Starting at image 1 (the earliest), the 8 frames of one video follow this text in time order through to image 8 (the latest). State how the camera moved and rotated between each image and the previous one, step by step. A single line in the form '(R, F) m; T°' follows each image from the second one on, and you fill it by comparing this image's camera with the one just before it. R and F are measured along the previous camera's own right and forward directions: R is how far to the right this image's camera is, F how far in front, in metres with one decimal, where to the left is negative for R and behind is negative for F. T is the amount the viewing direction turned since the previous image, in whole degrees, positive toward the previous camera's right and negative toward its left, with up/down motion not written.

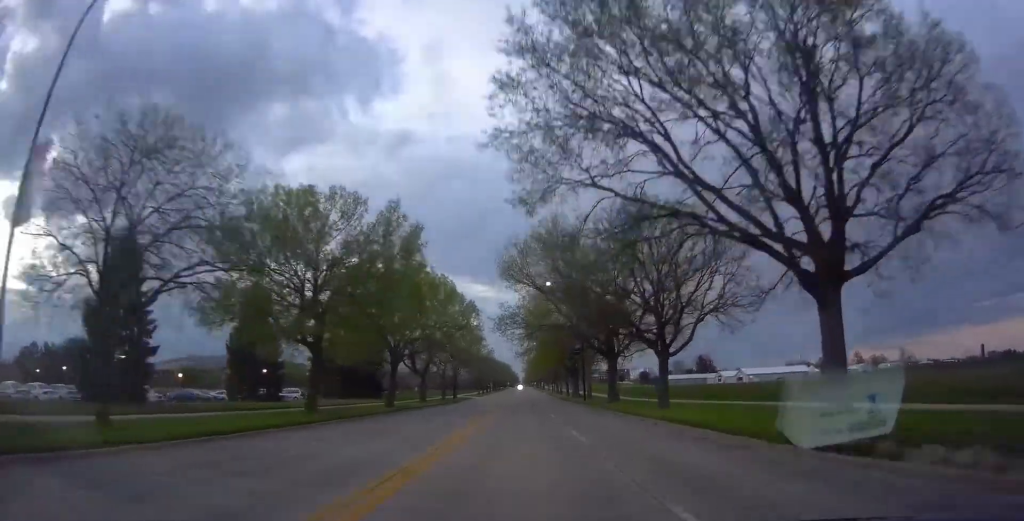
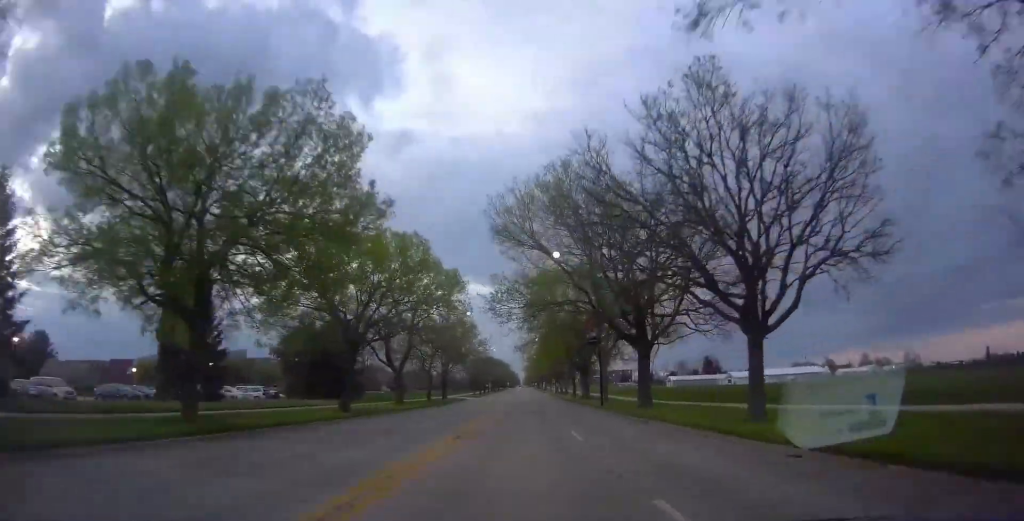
(+0.1, +12.3) m; -1°
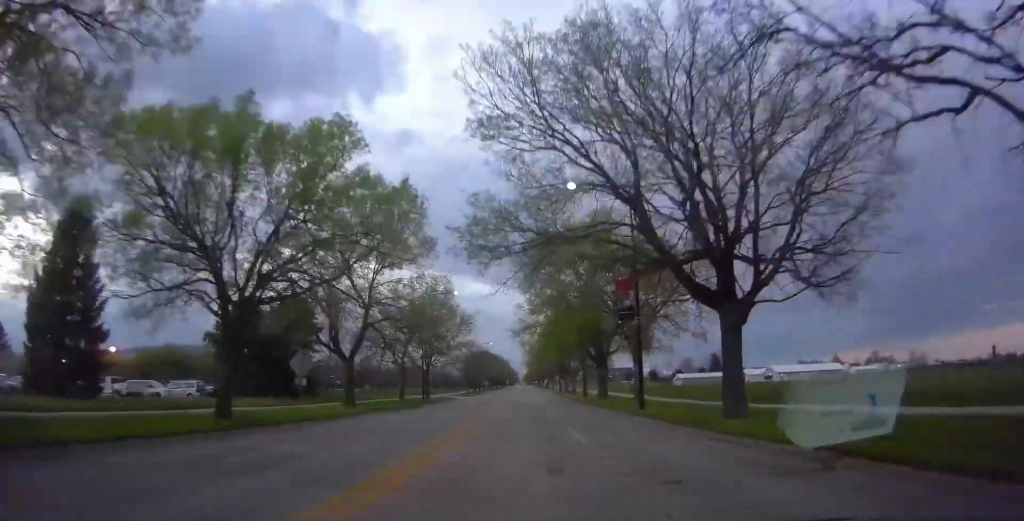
(-0.4, +14.7) m; 0°
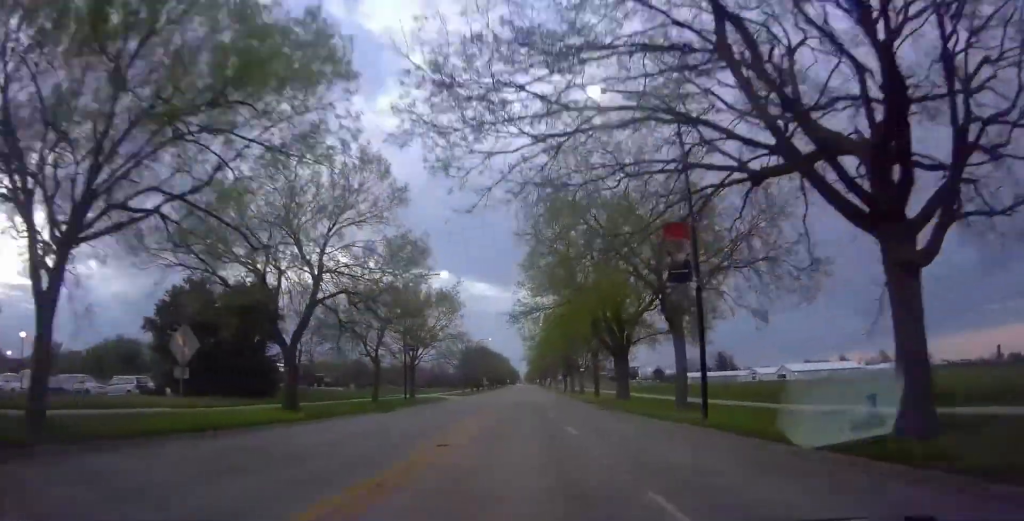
(+0.1, +9.5) m; +1°
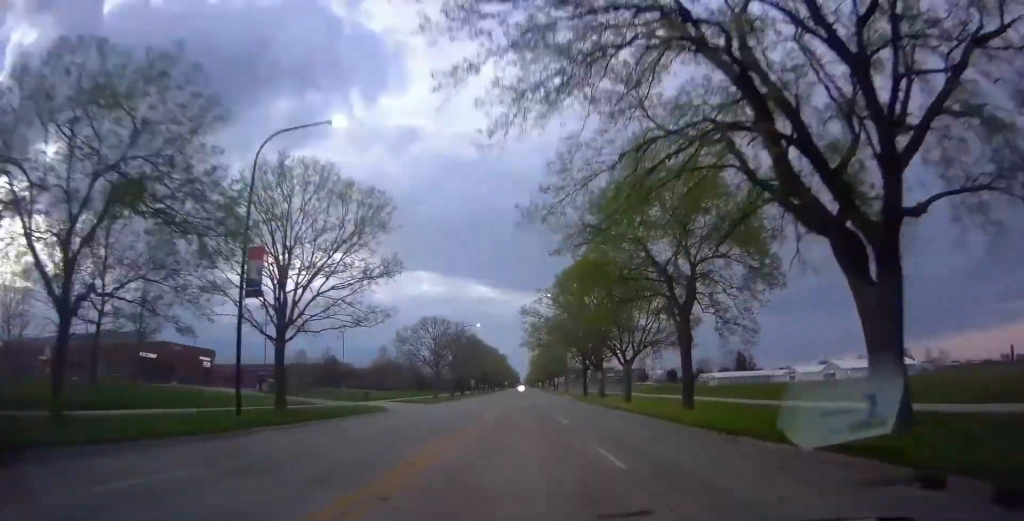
(+0.4, +30.7) m; 0°
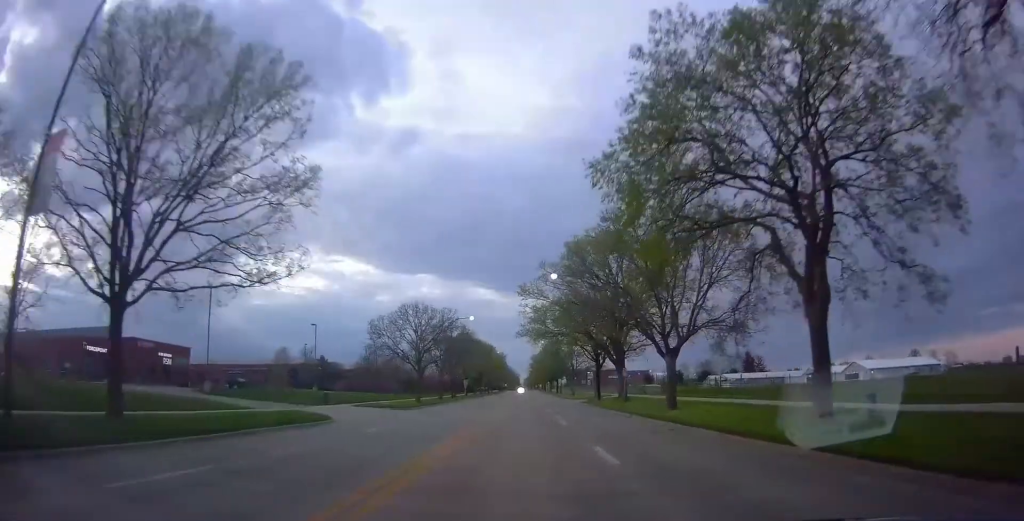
(+0.2, +11.5) m; -2°
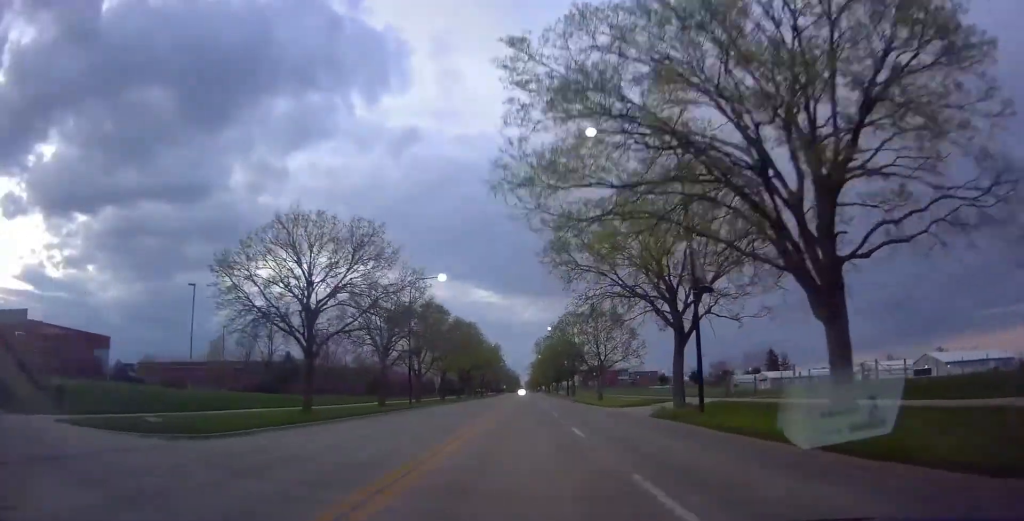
(-0.1, +29.9) m; +2°
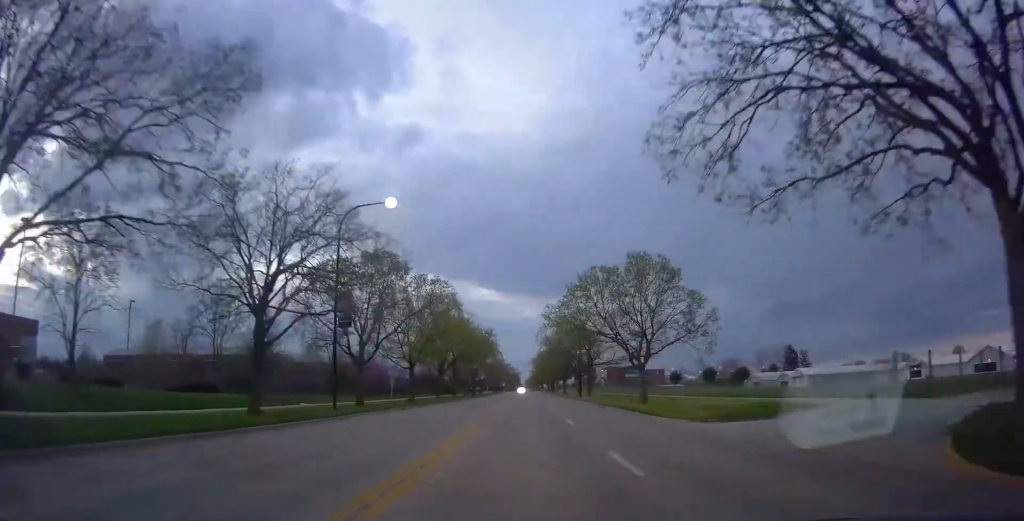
(+0.2, +21.6) m; +1°
